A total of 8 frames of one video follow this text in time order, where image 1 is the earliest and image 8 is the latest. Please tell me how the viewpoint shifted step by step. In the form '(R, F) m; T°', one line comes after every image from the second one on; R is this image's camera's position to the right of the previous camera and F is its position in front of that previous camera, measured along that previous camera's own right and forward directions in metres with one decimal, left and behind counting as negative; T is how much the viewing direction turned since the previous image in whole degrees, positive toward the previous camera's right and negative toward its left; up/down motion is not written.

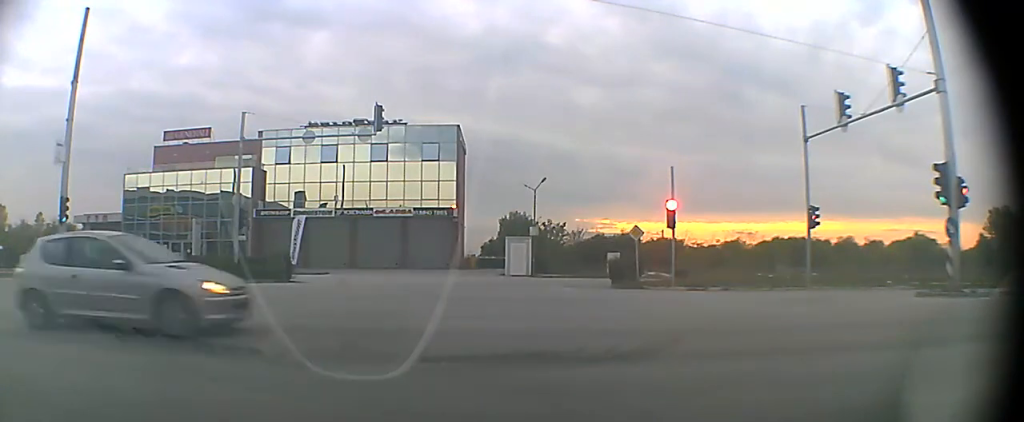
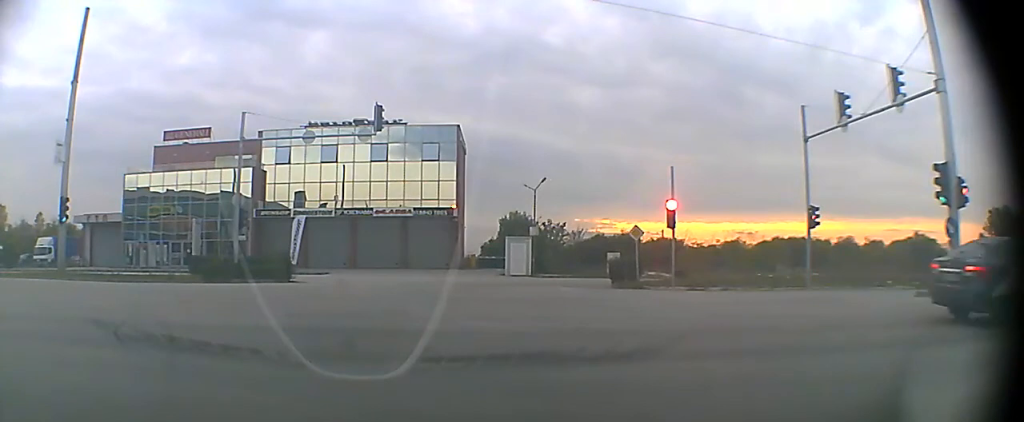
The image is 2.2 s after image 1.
(0.0, 0.0) m; 0°
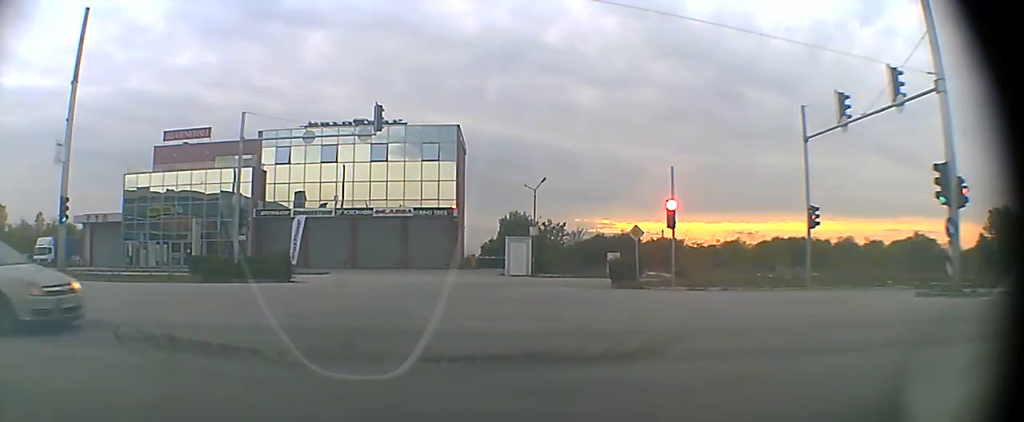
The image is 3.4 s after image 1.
(0.0, 0.0) m; 0°
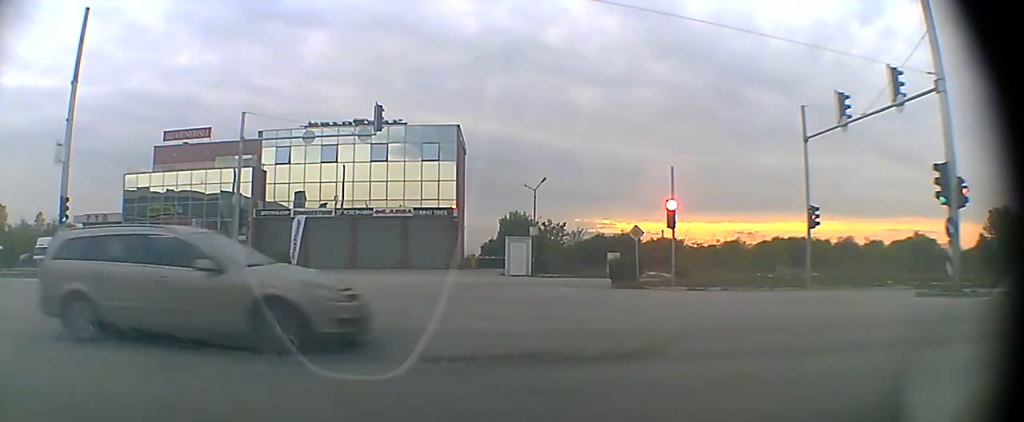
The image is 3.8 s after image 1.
(0.0, 0.0) m; 0°
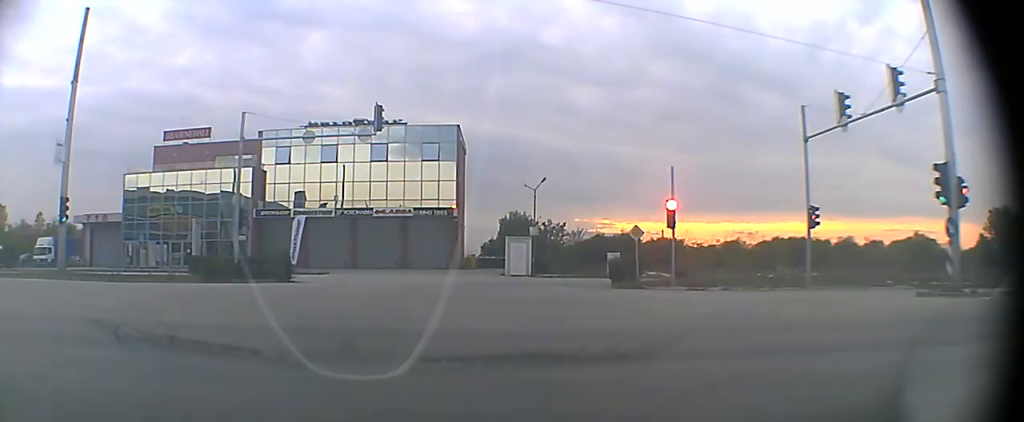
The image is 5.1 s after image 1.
(0.0, 0.0) m; 0°
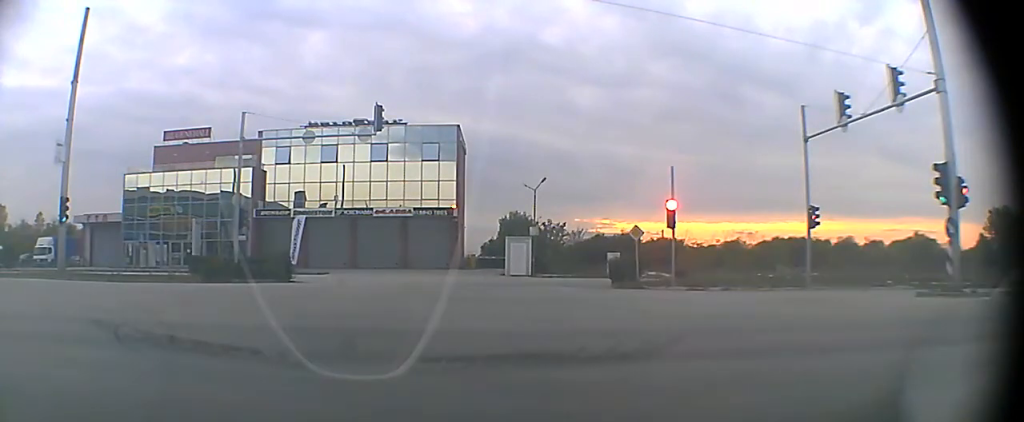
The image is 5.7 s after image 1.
(0.0, 0.0) m; 0°
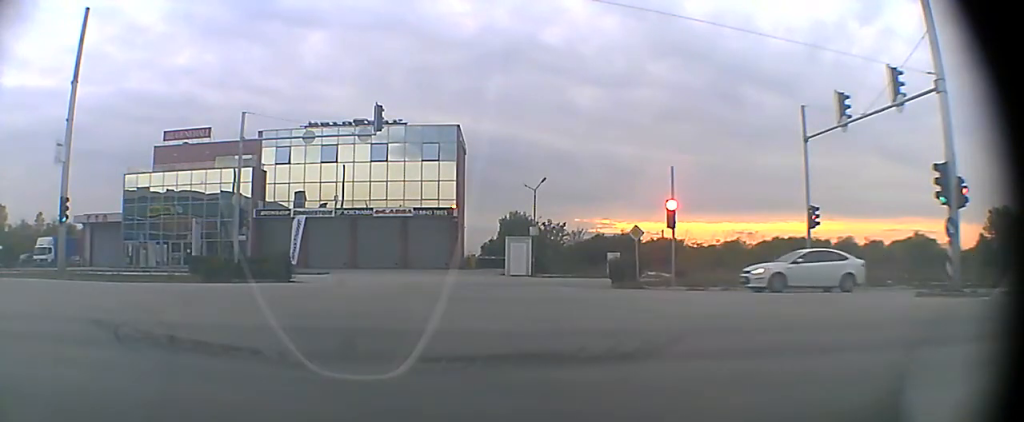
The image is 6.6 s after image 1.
(0.0, 0.0) m; 0°
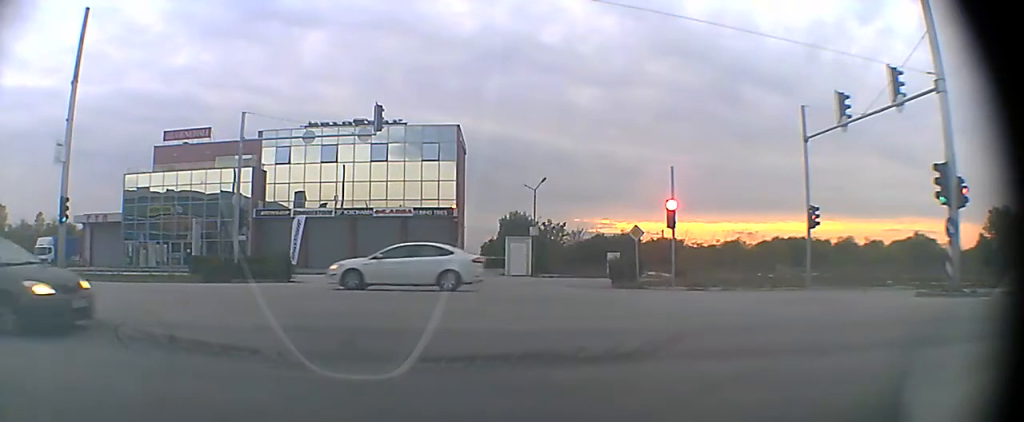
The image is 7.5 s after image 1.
(0.0, 0.0) m; 0°
